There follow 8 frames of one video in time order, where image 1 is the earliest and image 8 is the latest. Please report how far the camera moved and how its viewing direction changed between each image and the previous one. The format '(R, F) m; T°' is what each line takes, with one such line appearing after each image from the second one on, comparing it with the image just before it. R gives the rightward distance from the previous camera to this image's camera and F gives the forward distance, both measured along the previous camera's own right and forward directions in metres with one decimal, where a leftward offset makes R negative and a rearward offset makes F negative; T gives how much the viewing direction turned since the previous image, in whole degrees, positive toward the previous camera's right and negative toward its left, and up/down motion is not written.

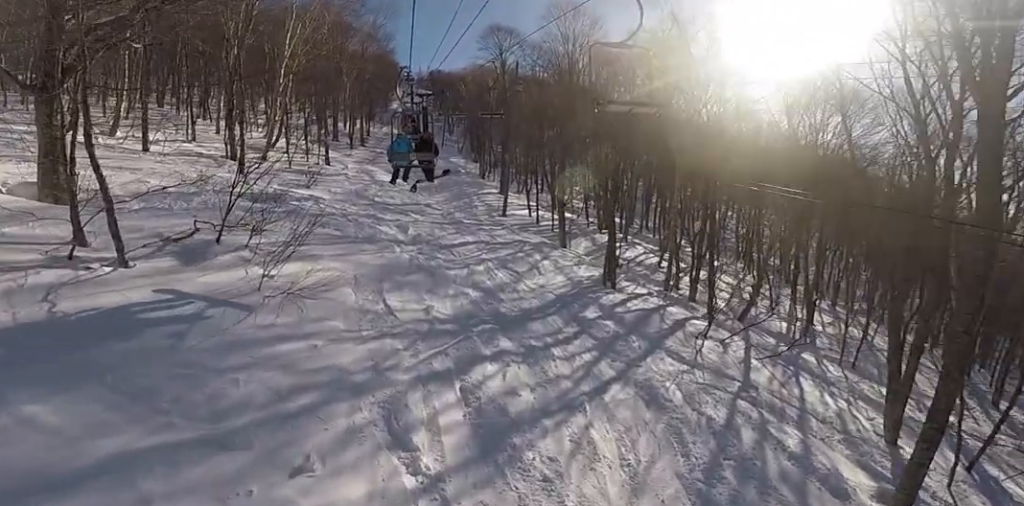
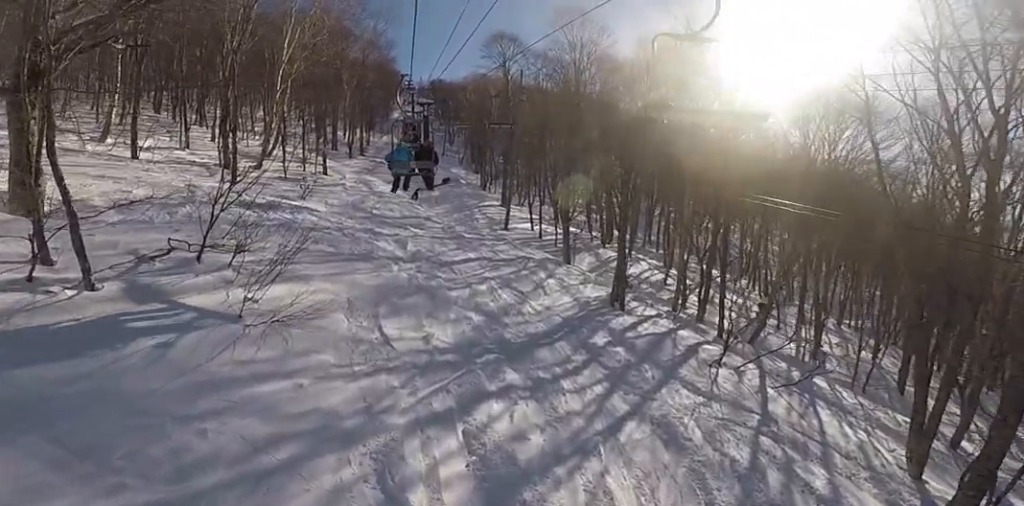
(0.0, +1.1) m; 0°
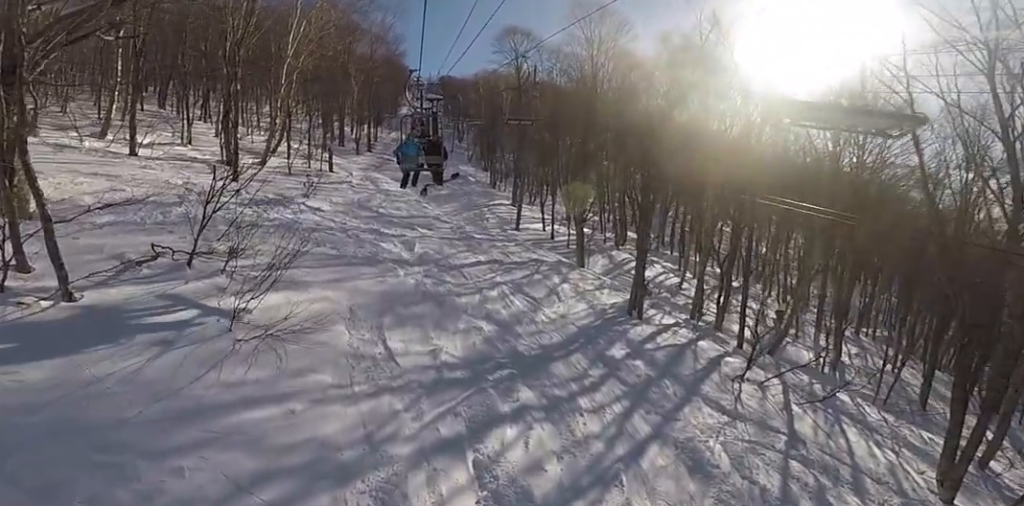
(0.0, +0.8) m; 0°
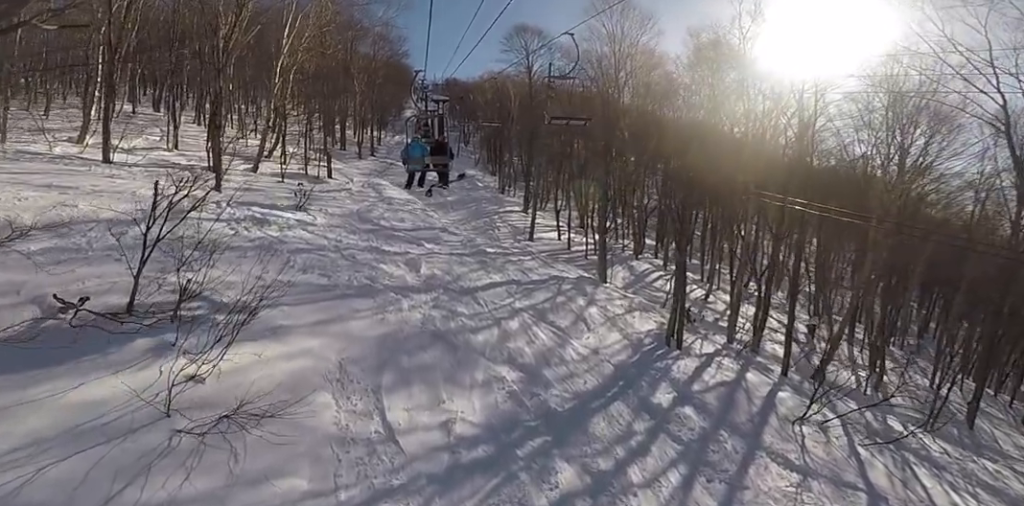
(0.0, +2.4) m; 0°
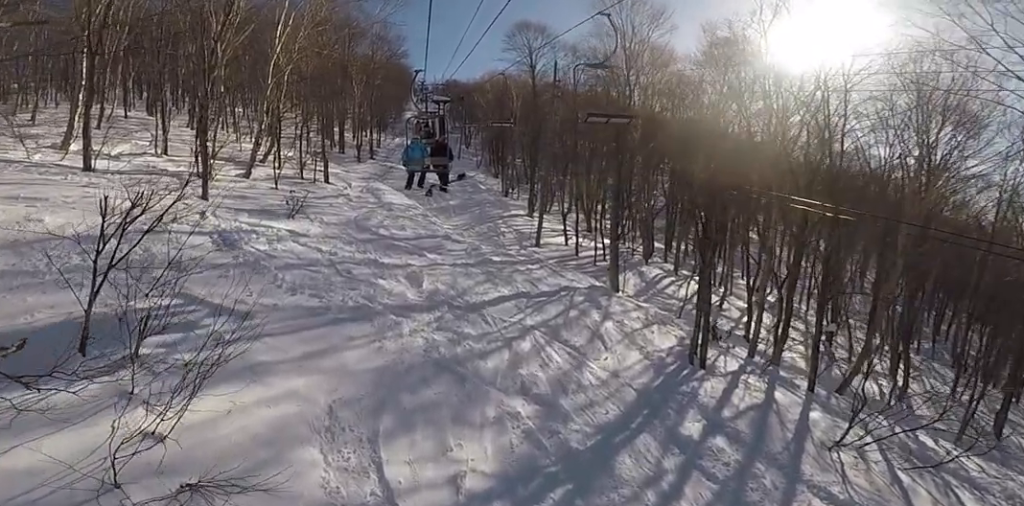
(0.0, +1.3) m; 0°
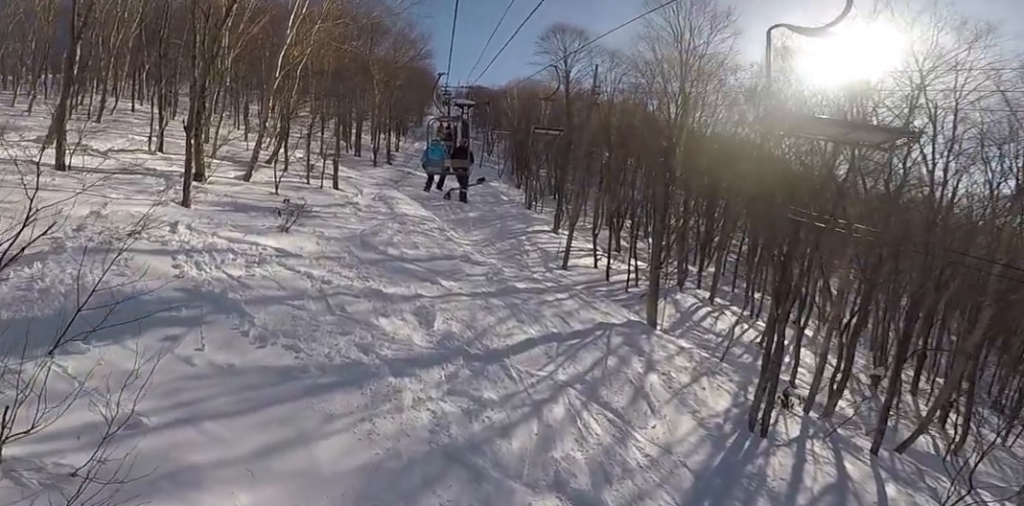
(0.0, +3.2) m; 0°
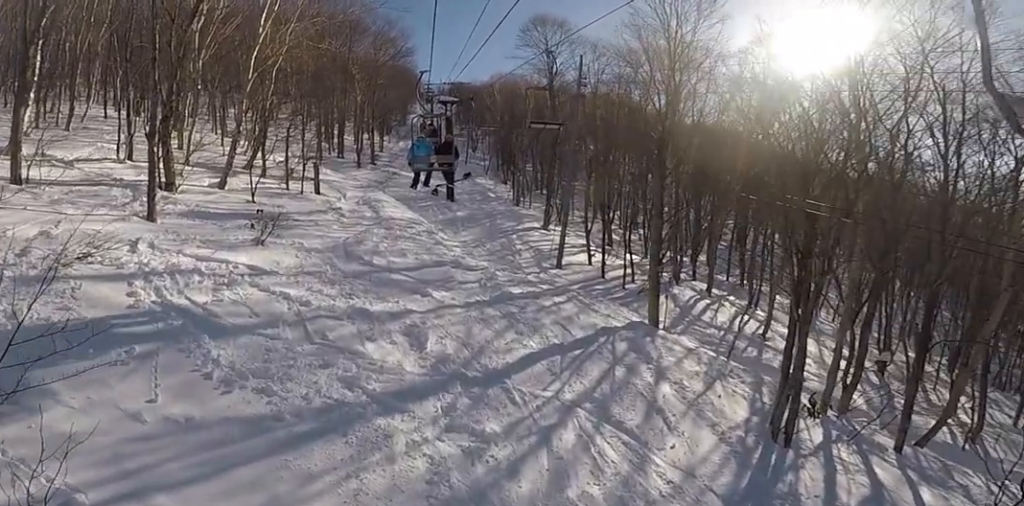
(0.0, +1.3) m; 0°
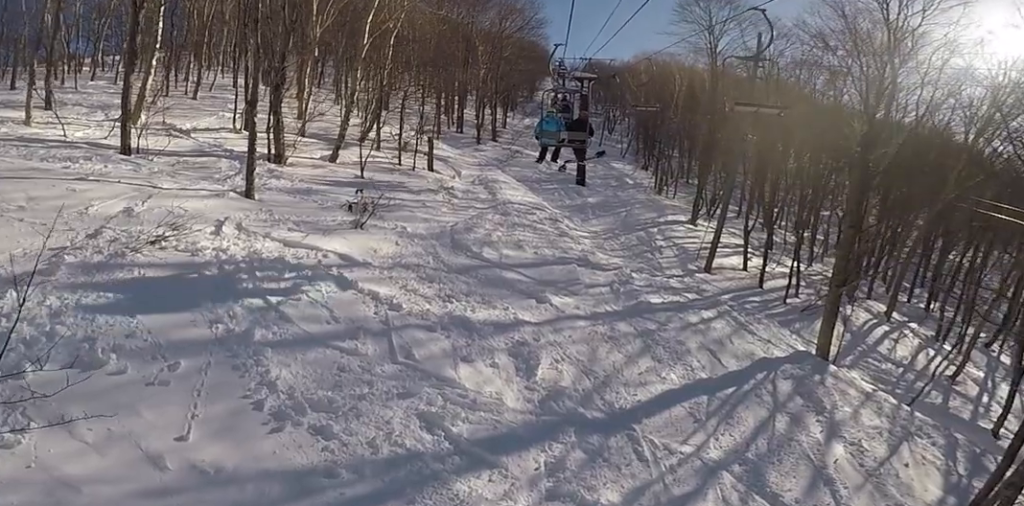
(0.0, +2.0) m; 0°
